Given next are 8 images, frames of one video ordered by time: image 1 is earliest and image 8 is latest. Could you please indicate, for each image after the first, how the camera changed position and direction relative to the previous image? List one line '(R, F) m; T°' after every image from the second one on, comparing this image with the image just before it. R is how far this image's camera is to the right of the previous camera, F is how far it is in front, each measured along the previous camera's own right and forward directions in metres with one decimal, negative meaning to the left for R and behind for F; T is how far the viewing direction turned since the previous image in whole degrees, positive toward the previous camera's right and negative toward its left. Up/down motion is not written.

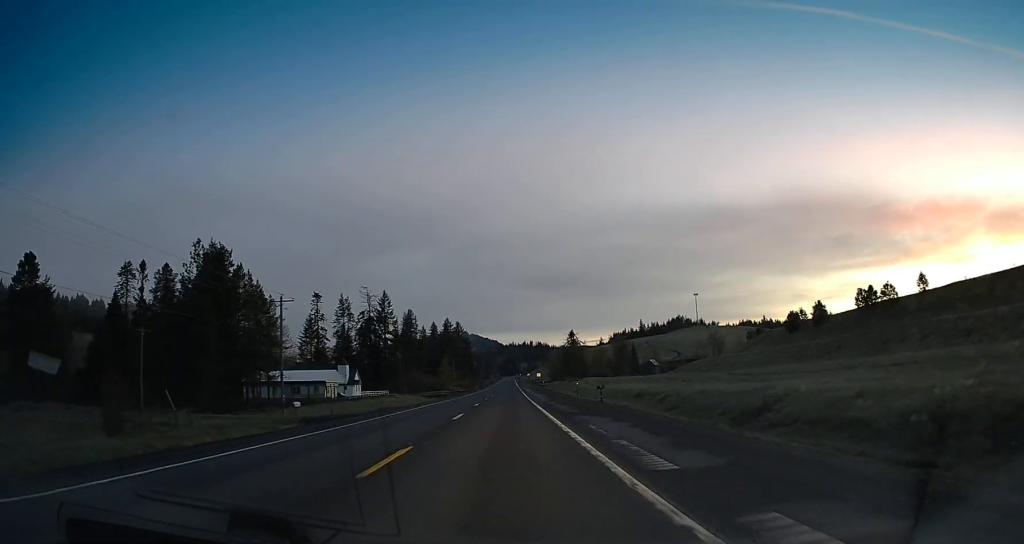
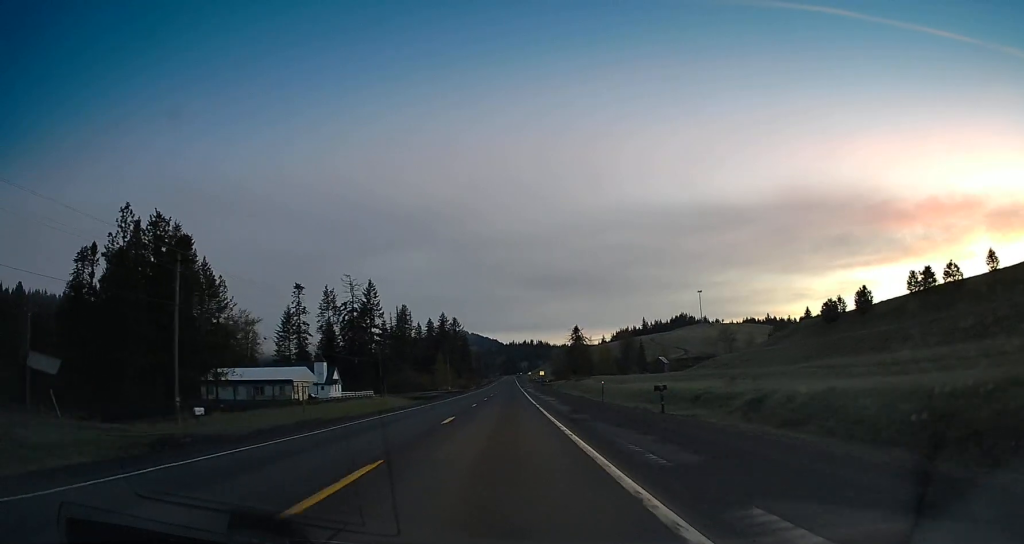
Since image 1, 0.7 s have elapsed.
(-0.1, +17.8) m; +1°
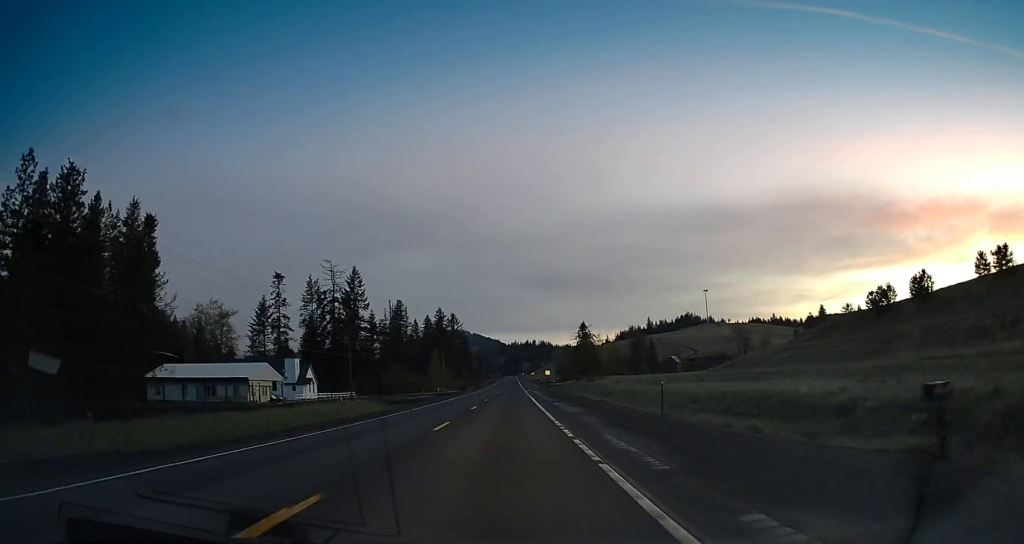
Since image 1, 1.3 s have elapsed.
(+0.4, +17.8) m; 0°
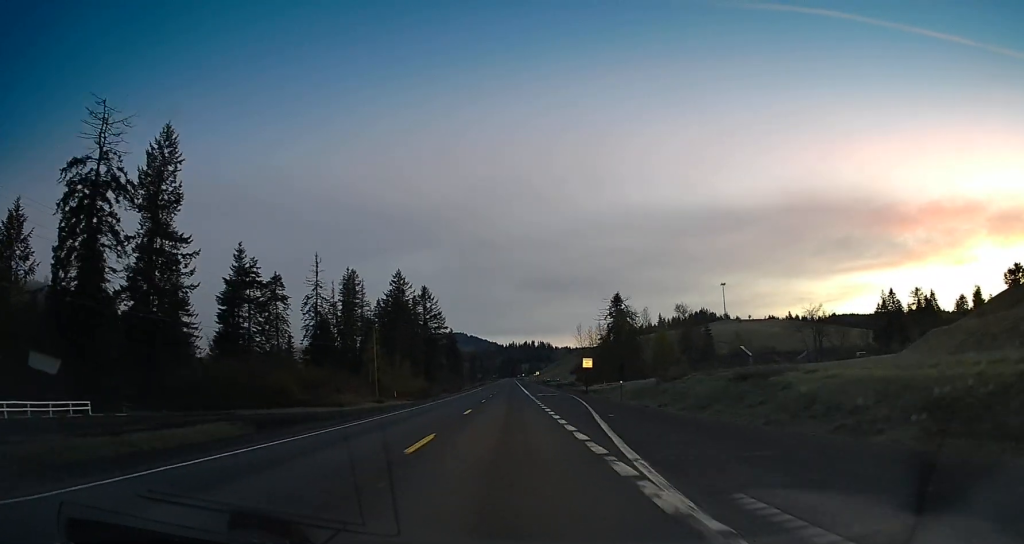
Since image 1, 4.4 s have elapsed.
(-1.5, +81.1) m; -1°
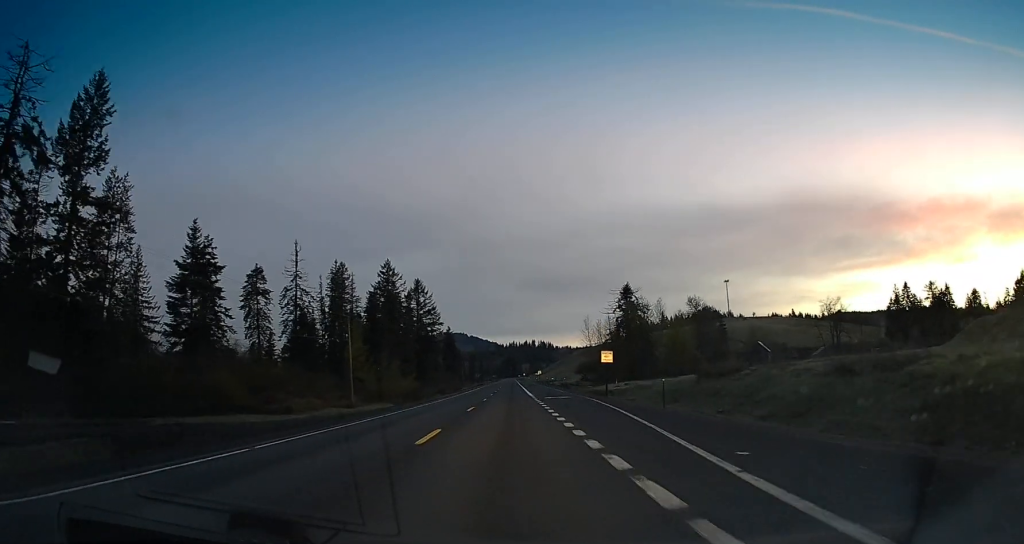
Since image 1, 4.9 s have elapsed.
(+0.1, +13.4) m; 0°
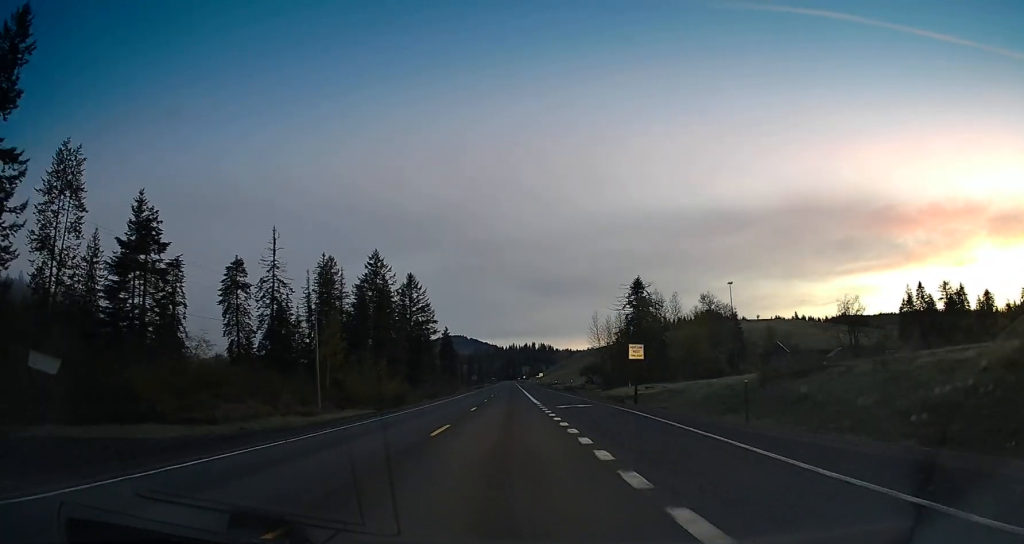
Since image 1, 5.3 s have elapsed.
(-0.1, +12.5) m; 0°
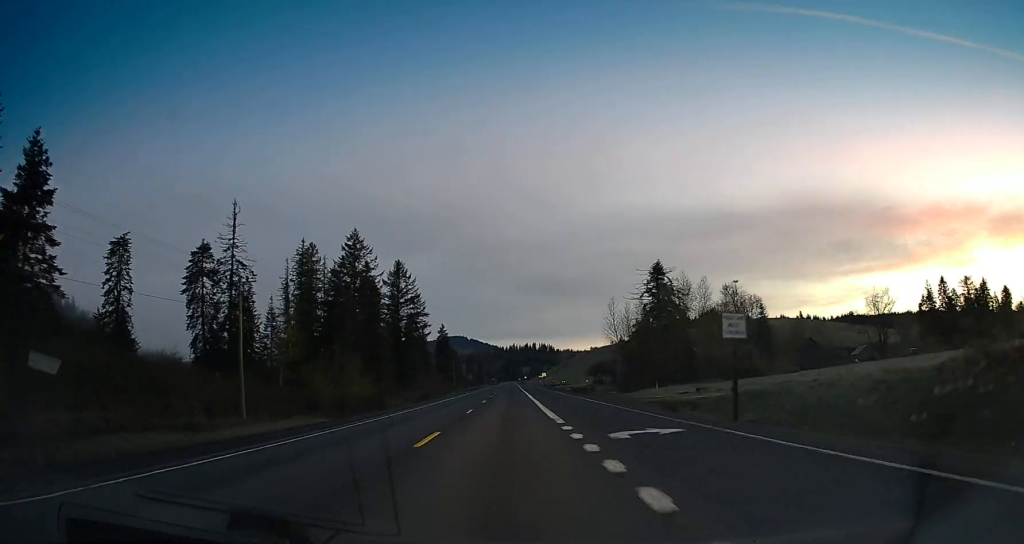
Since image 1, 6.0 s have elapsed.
(-0.1, +17.8) m; 0°
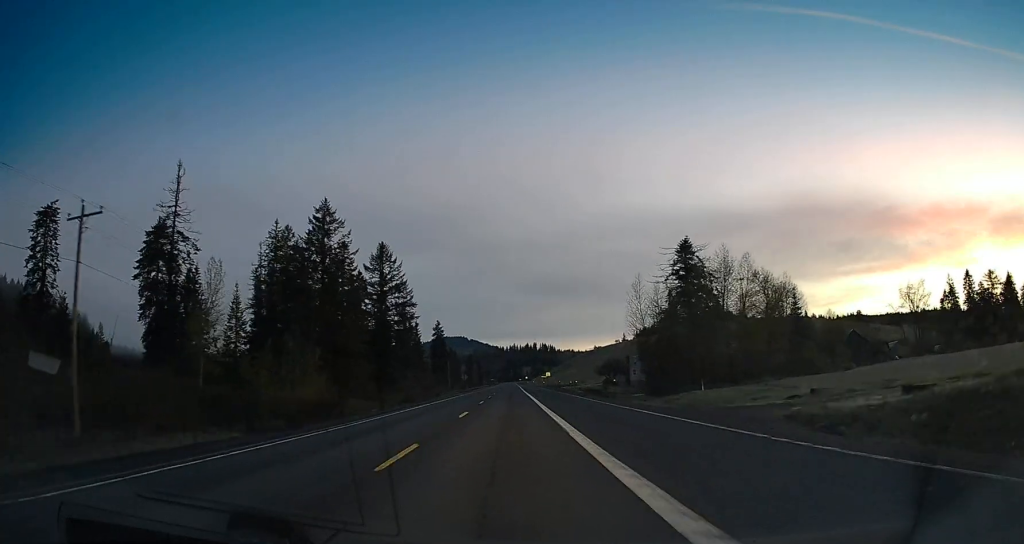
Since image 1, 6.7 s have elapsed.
(-0.1, +18.7) m; +1°
